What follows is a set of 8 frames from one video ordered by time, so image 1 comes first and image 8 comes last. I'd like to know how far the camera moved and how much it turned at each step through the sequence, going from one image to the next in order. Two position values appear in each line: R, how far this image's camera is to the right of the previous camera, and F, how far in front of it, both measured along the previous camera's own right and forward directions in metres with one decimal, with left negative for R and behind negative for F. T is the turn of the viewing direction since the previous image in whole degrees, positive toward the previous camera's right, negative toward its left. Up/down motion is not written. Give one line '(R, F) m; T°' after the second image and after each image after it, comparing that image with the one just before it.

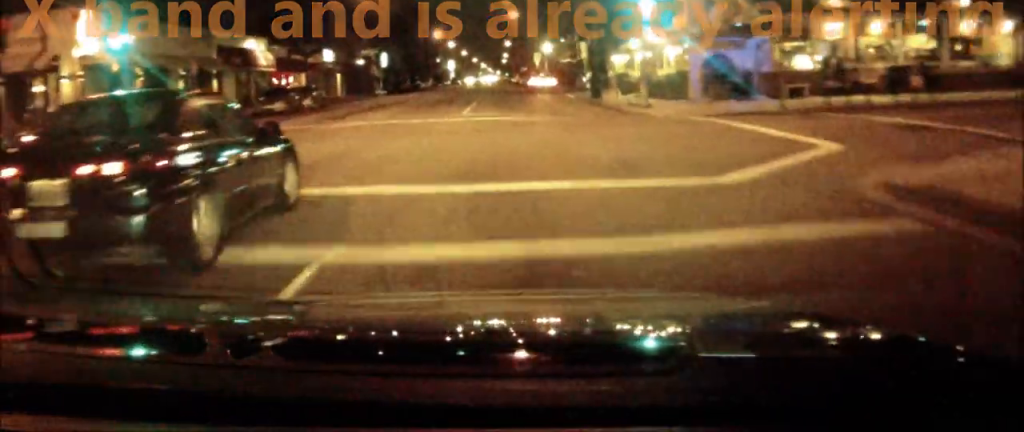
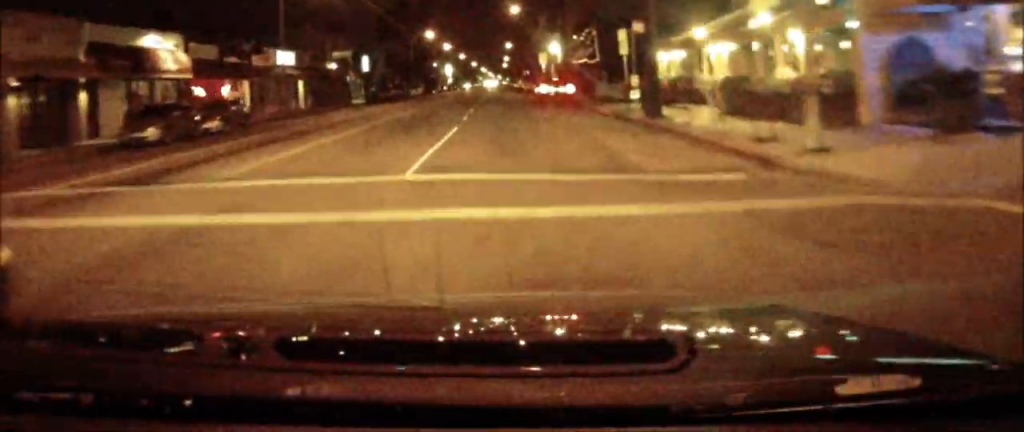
(+0.2, +15.7) m; +1°
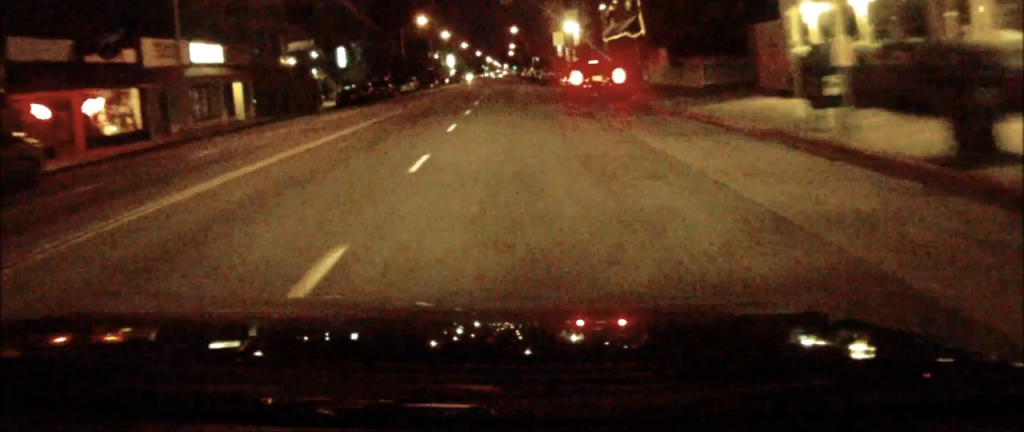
(0.0, +18.0) m; 0°
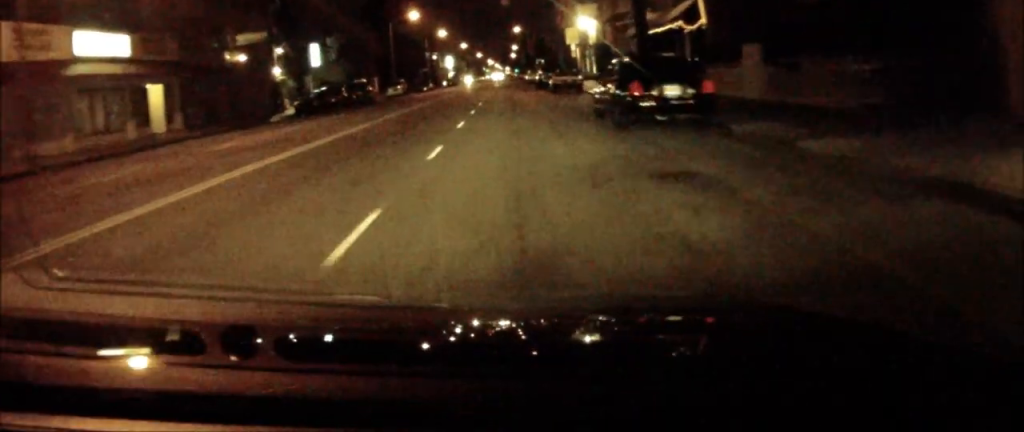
(0.0, +12.8) m; 0°
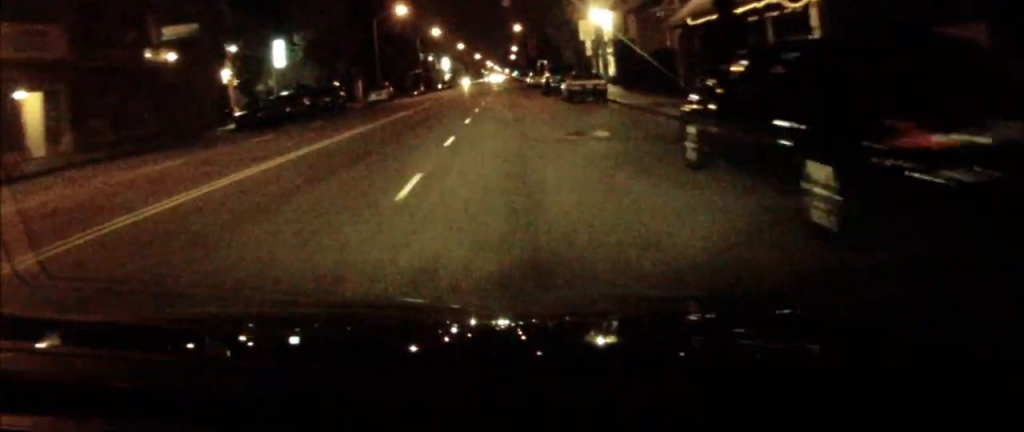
(0.0, +11.4) m; 0°
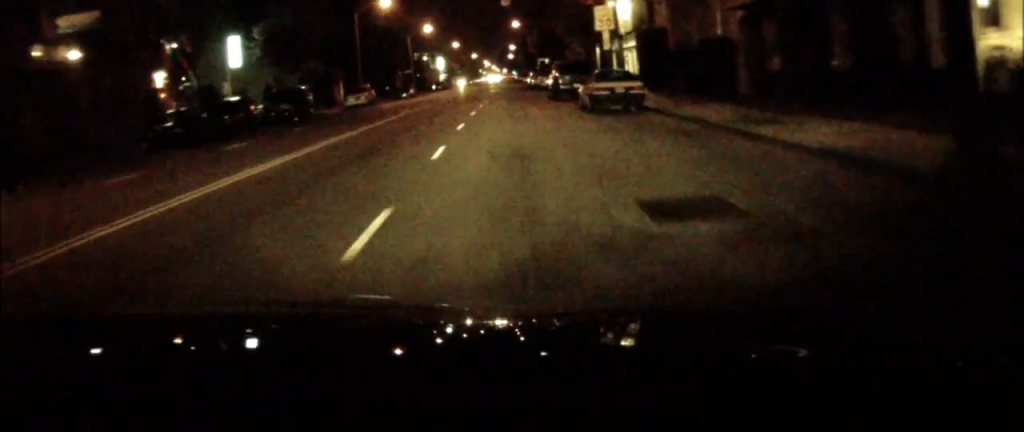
(0.0, +10.0) m; 0°
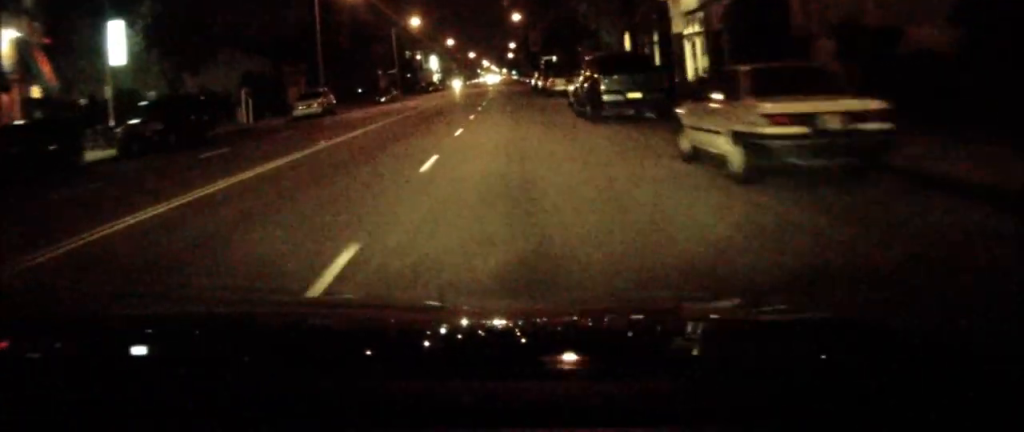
(+0.1, +16.4) m; 0°
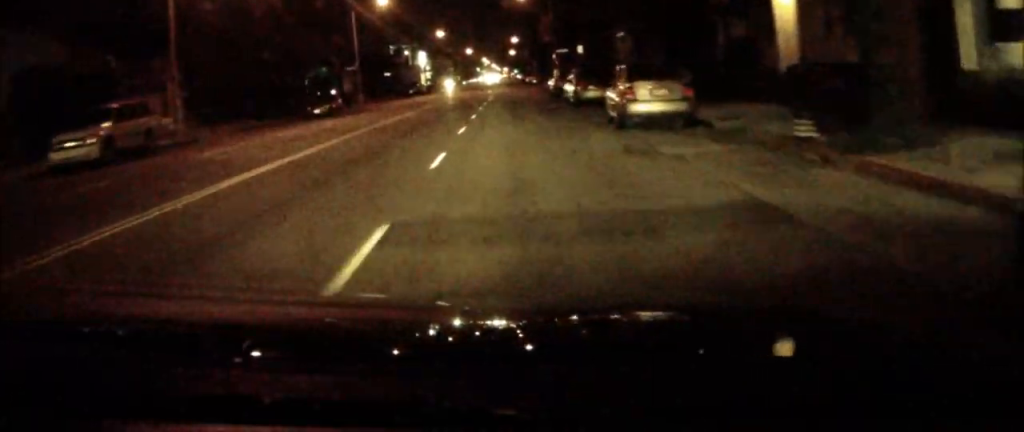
(-0.2, +27.3) m; -2°
